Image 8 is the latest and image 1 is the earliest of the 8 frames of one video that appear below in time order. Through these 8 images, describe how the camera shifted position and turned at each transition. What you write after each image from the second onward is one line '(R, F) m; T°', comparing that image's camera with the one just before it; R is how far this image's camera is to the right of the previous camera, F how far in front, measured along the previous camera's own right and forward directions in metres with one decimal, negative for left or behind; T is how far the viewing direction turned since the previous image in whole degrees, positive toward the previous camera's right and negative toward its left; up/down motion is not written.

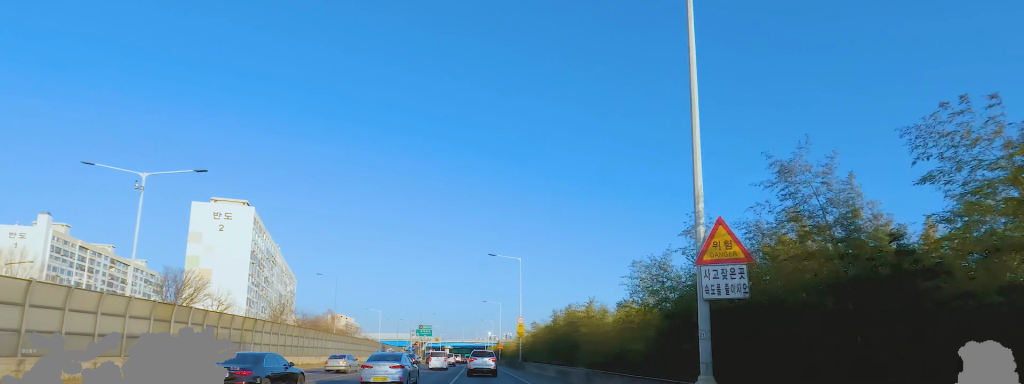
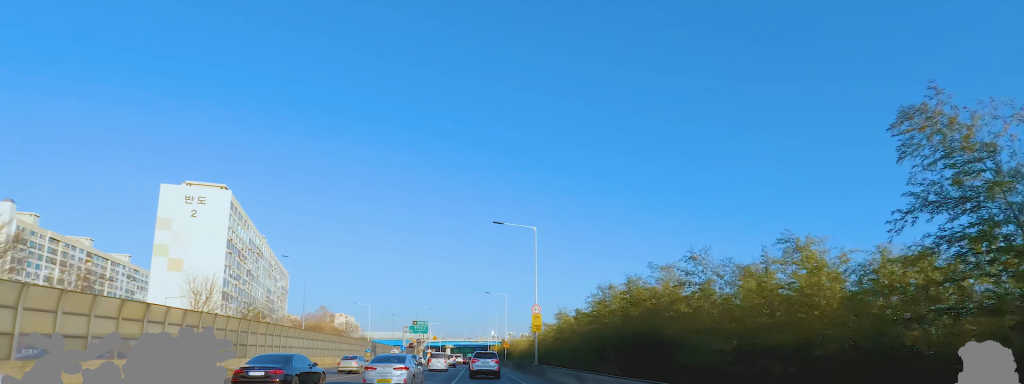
(0.0, +13.3) m; 0°
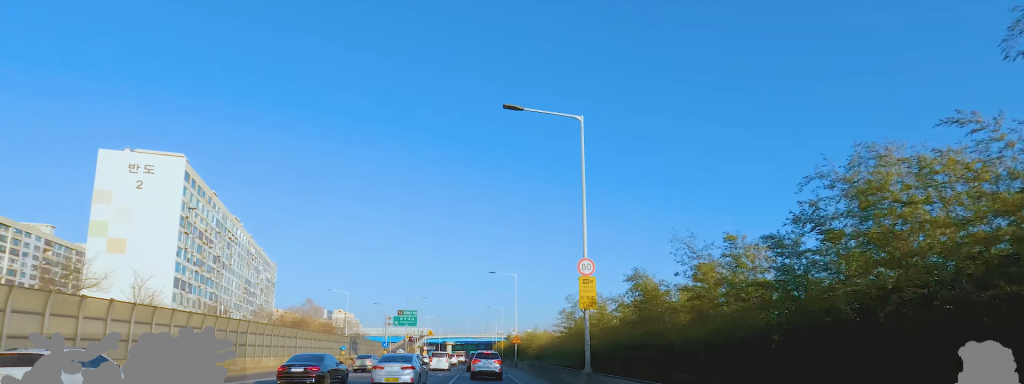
(0.0, +17.5) m; 0°
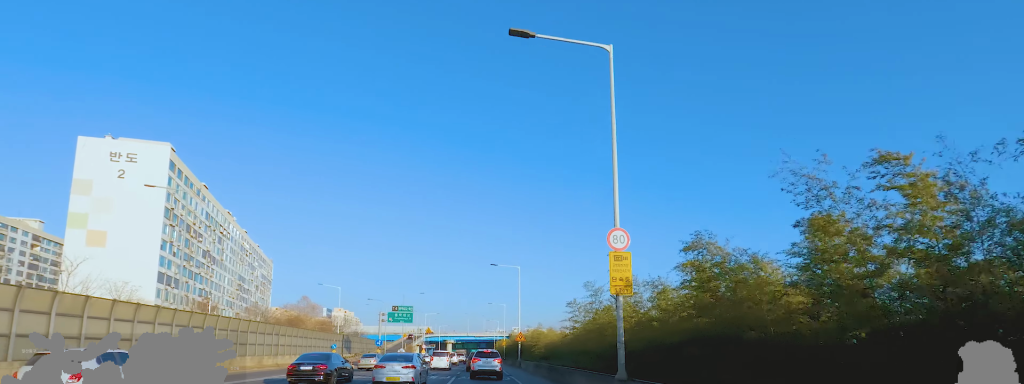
(0.0, +4.2) m; 0°
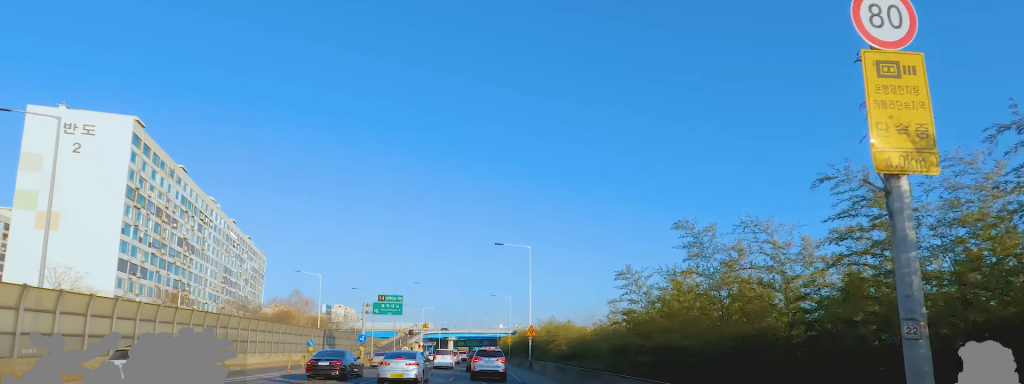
(0.0, +8.5) m; 0°
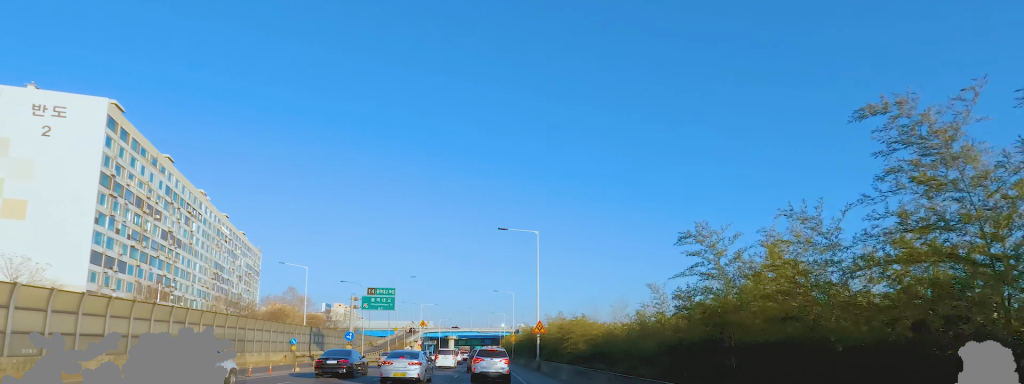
(0.0, +4.5) m; 0°
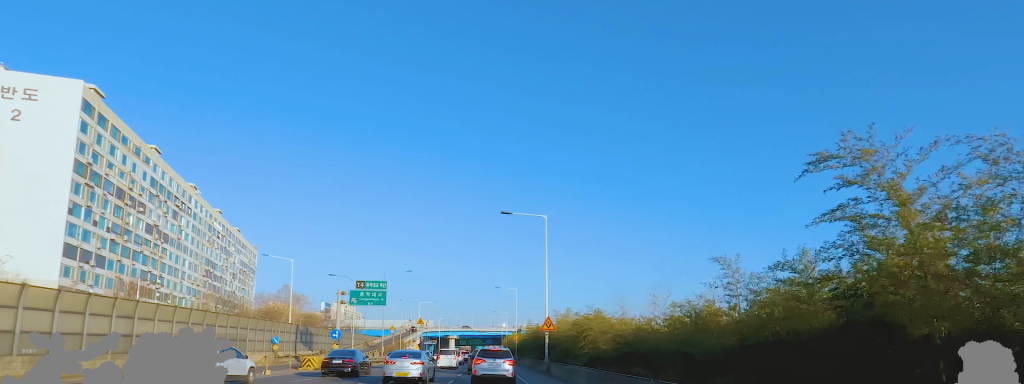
(0.0, +3.9) m; 0°
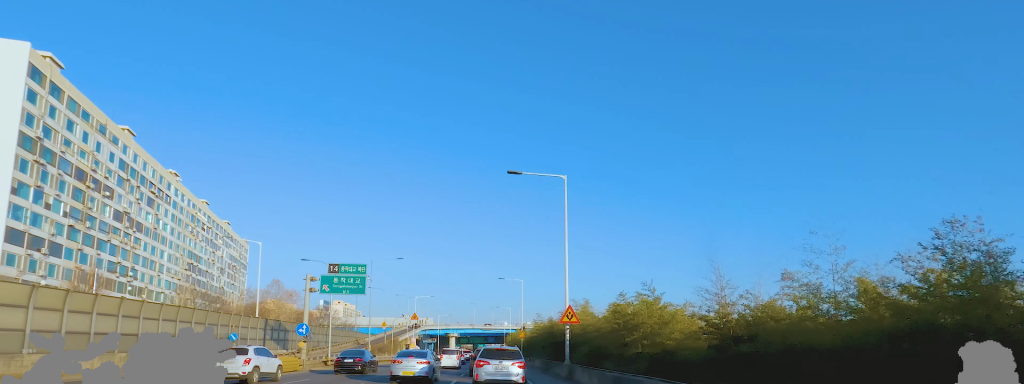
(0.0, +7.1) m; 0°
